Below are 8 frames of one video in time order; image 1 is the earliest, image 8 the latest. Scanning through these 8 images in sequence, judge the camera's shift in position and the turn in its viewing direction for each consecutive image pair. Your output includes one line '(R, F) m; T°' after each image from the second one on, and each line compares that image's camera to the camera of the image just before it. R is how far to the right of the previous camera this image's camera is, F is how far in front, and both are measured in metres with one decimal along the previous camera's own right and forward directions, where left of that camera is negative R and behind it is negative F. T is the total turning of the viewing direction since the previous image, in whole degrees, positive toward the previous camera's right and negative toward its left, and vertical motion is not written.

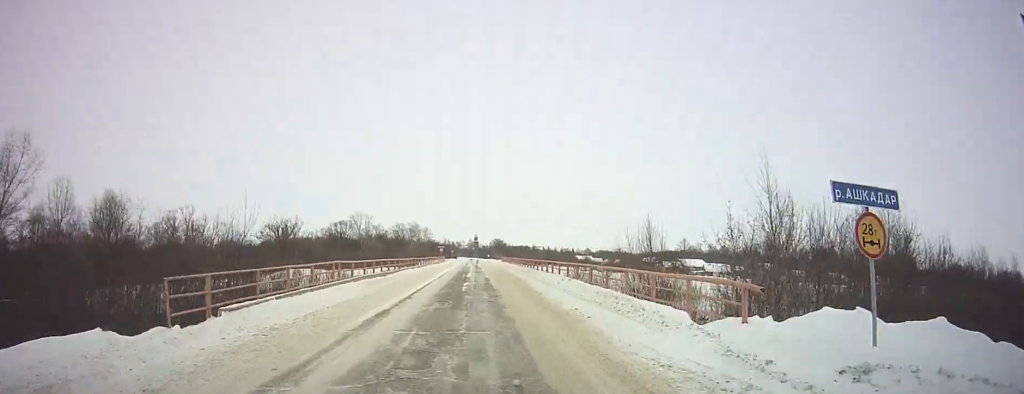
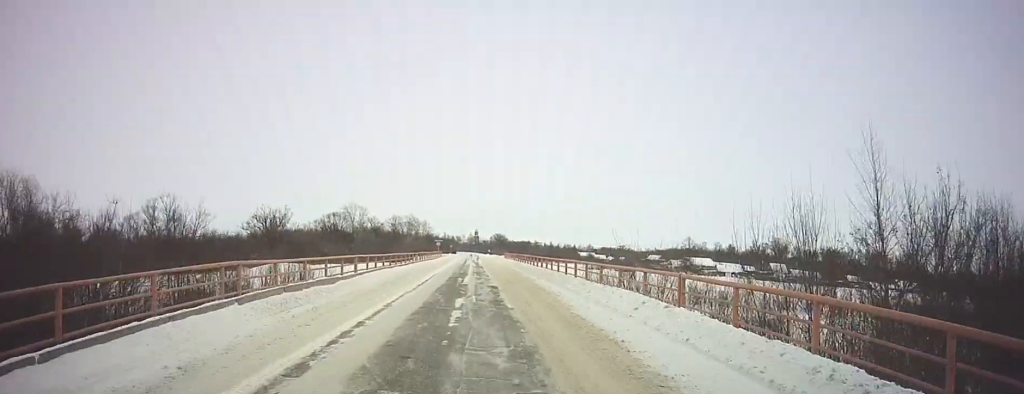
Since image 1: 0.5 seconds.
(-0.2, +11.5) m; 0°
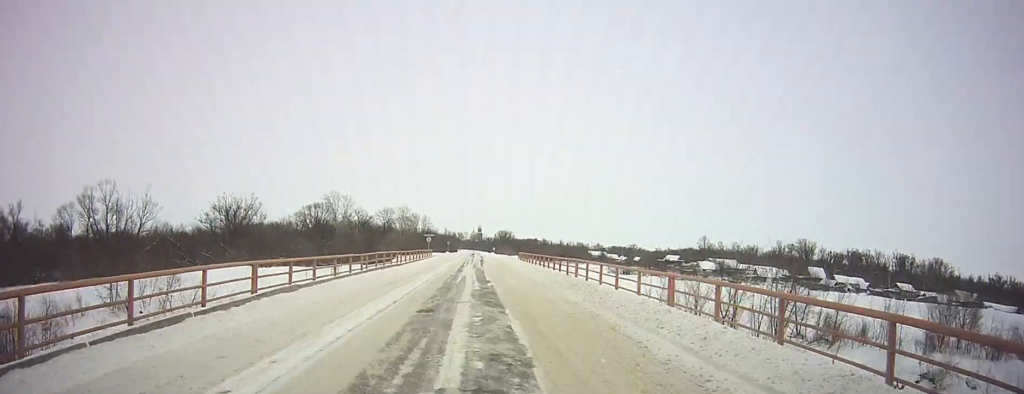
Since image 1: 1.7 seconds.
(+0.3, +29.4) m; +1°
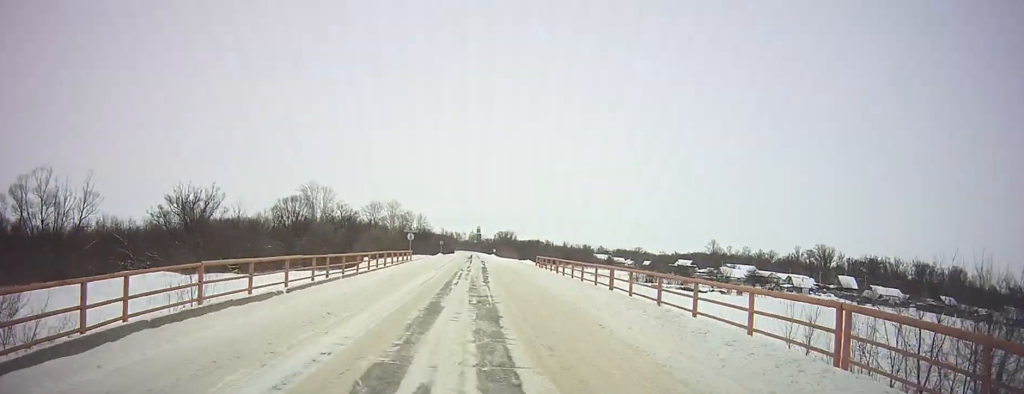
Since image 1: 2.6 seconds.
(0.0, +22.6) m; 0°
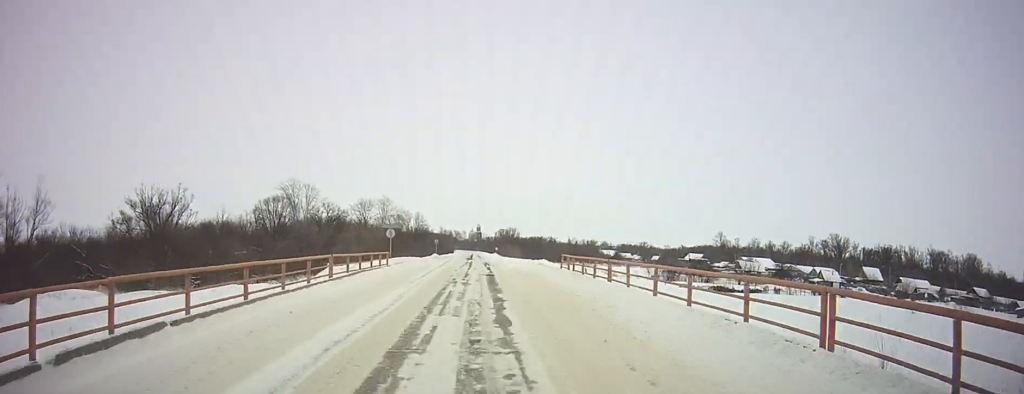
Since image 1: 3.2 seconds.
(0.0, +14.4) m; 0°
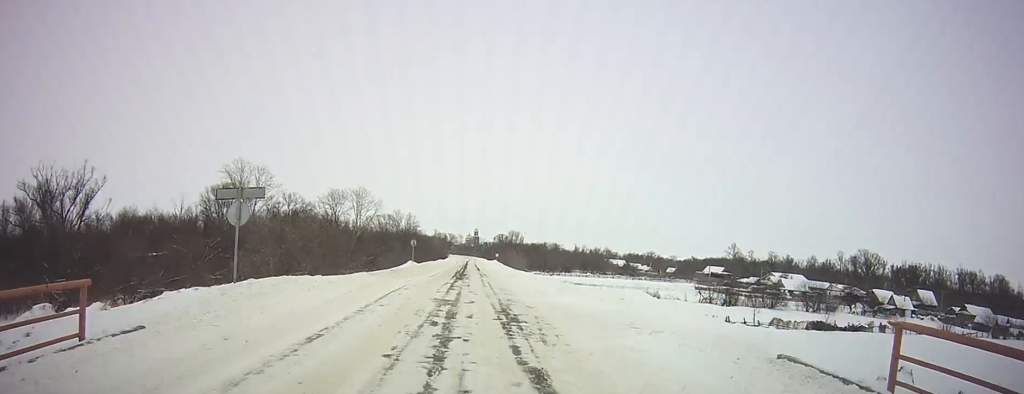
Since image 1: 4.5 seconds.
(+0.1, +30.3) m; 0°
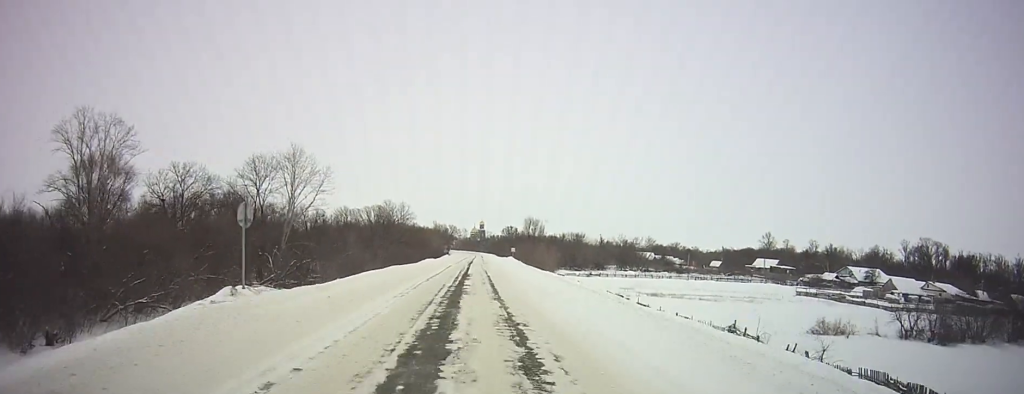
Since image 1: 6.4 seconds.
(-0.5, +46.6) m; -1°
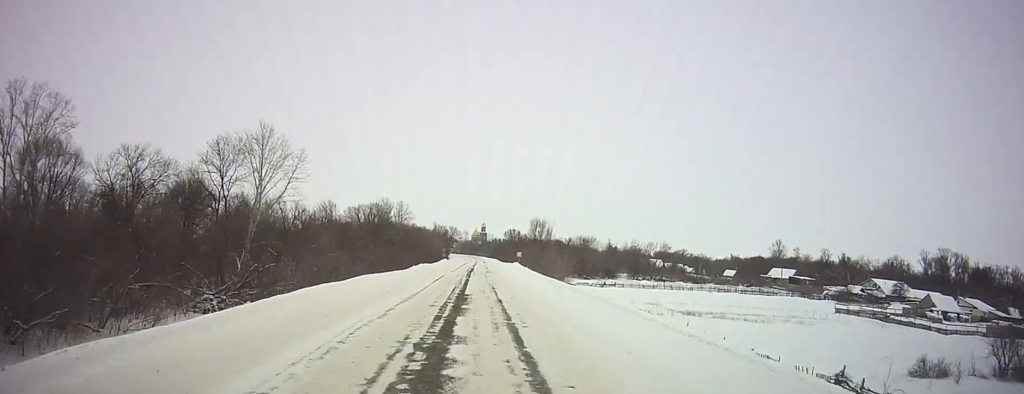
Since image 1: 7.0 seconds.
(0.0, +12.5) m; 0°
